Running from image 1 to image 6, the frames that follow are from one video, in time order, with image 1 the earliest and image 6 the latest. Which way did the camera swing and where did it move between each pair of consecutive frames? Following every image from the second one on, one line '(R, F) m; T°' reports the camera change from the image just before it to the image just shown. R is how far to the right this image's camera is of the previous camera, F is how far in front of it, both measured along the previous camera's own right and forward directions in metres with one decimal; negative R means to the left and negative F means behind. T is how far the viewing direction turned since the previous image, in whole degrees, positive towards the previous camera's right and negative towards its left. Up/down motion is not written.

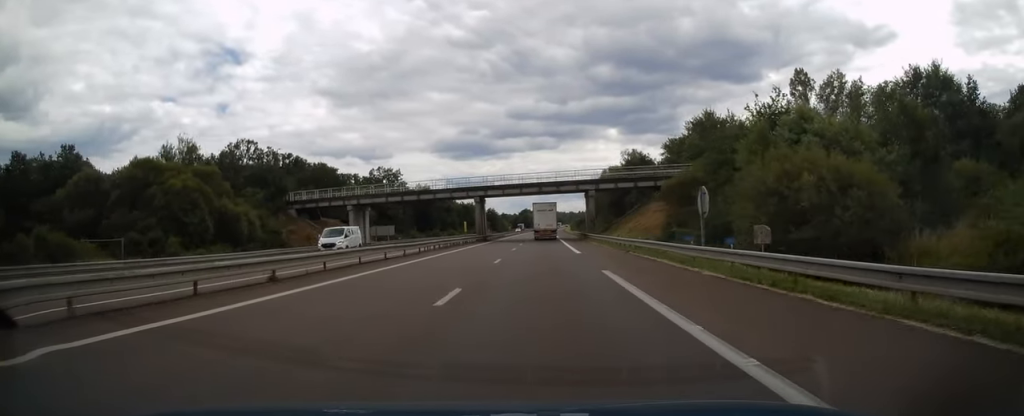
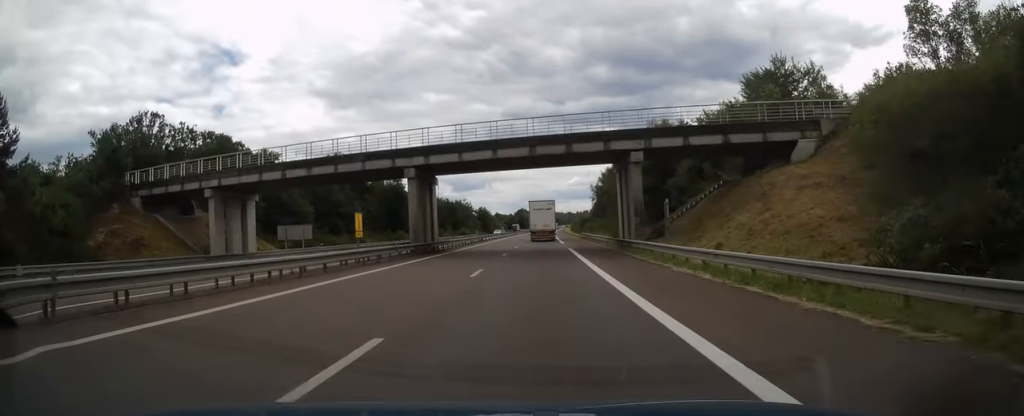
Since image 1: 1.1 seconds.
(+0.2, +32.6) m; +1°
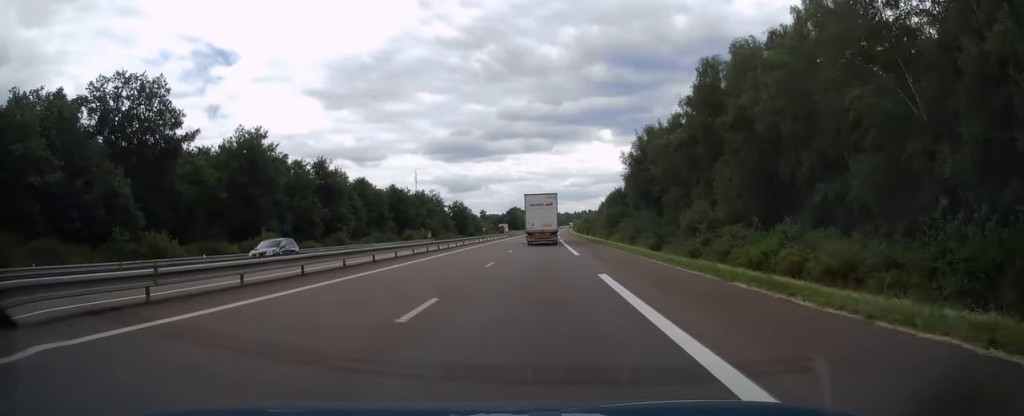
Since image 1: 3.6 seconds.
(+0.4, +73.4) m; +1°
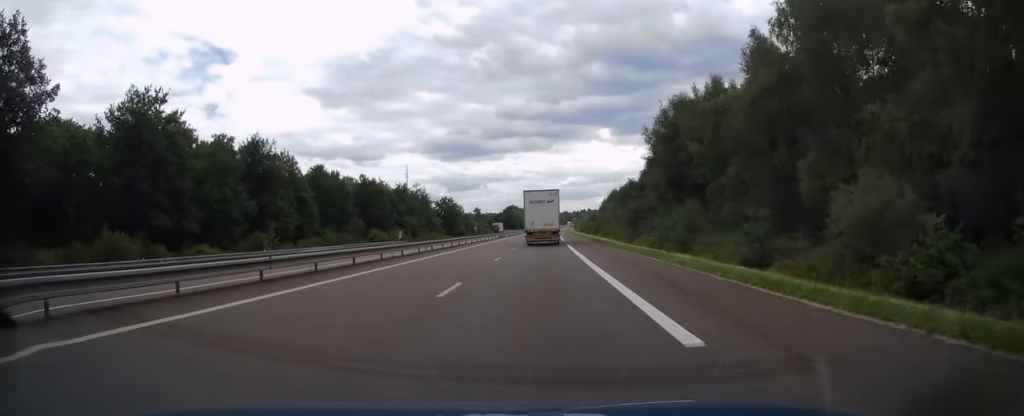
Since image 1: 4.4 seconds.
(+0.1, +22.9) m; 0°
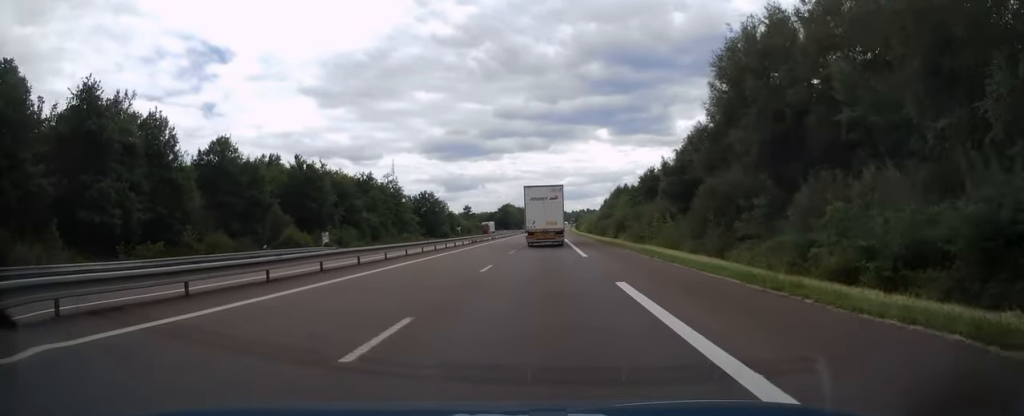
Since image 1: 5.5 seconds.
(0.0, +32.3) m; 0°
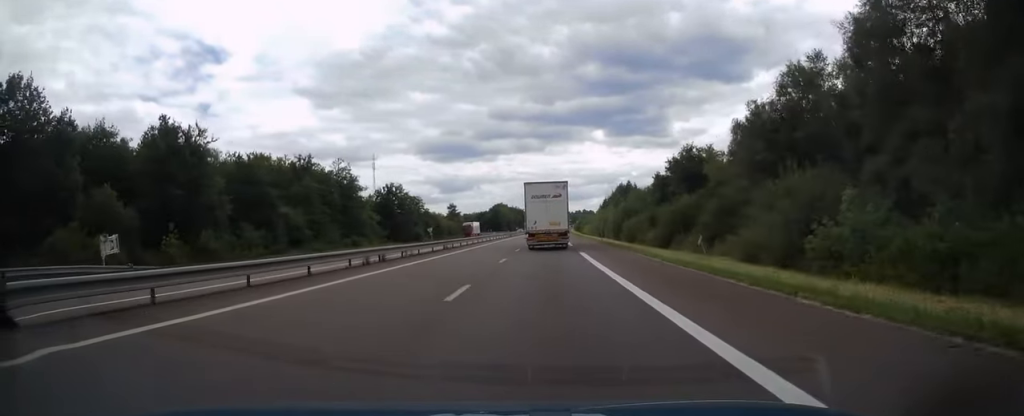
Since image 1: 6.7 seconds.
(+0.1, +33.8) m; 0°
